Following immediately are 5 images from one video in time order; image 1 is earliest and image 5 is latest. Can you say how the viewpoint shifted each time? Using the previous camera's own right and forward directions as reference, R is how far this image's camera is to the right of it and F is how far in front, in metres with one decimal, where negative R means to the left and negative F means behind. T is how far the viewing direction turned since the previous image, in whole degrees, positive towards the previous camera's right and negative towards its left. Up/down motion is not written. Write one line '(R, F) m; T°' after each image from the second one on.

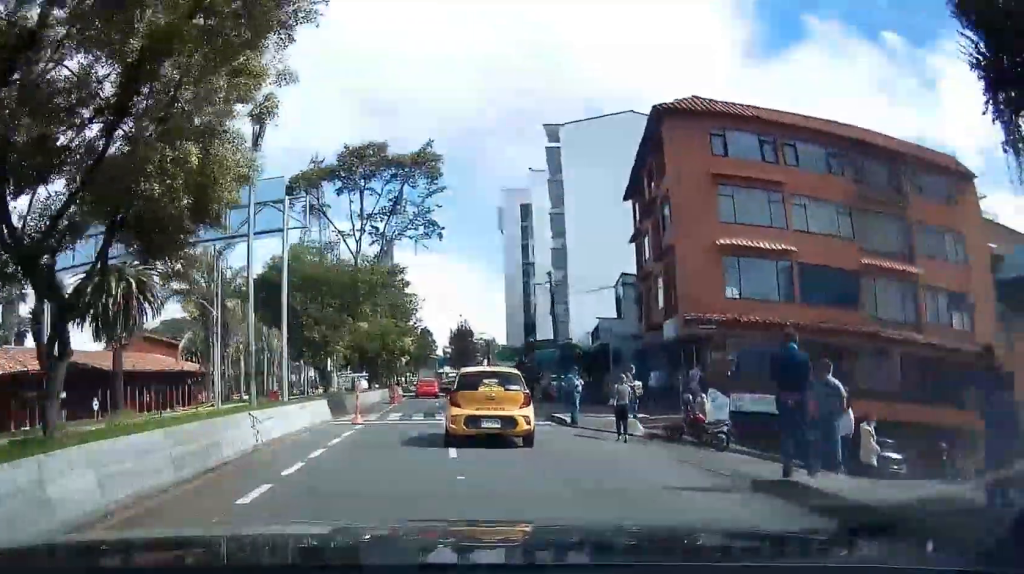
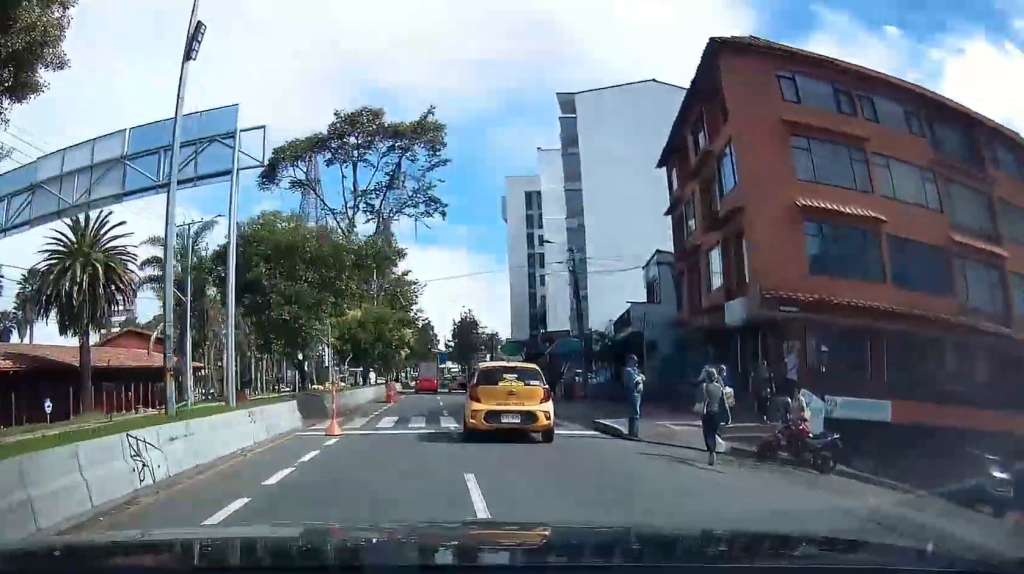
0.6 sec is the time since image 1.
(+0.2, +5.4) m; 0°
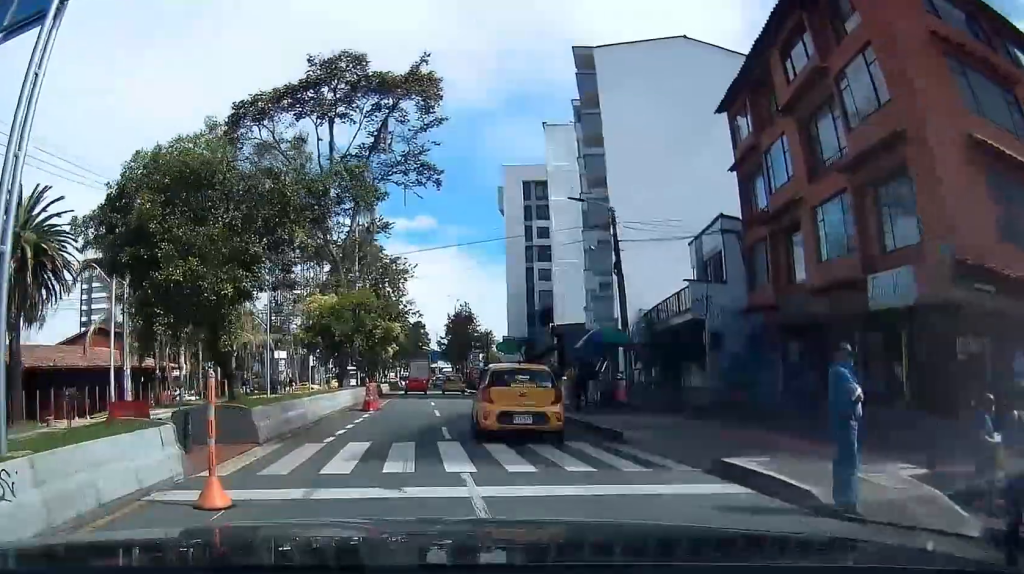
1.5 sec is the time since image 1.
(-0.1, +7.8) m; 0°
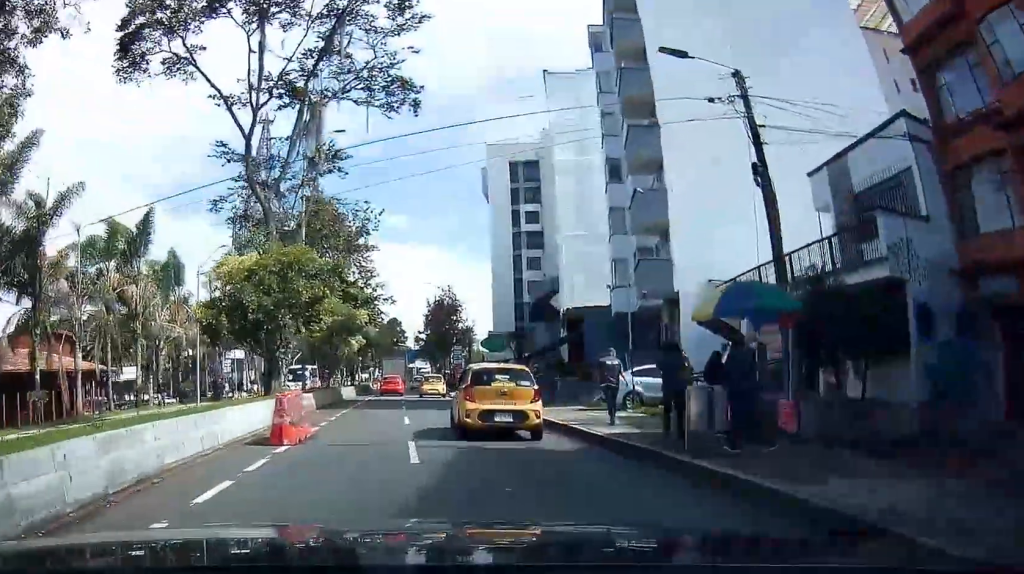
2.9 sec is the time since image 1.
(+0.2, +12.2) m; 0°
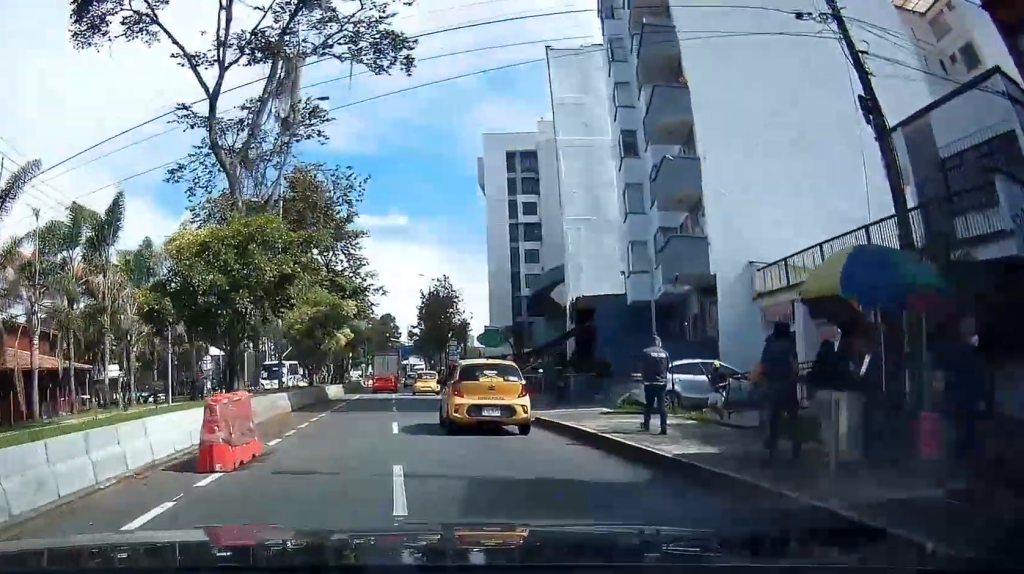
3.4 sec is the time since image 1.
(-0.1, +4.1) m; -3°
